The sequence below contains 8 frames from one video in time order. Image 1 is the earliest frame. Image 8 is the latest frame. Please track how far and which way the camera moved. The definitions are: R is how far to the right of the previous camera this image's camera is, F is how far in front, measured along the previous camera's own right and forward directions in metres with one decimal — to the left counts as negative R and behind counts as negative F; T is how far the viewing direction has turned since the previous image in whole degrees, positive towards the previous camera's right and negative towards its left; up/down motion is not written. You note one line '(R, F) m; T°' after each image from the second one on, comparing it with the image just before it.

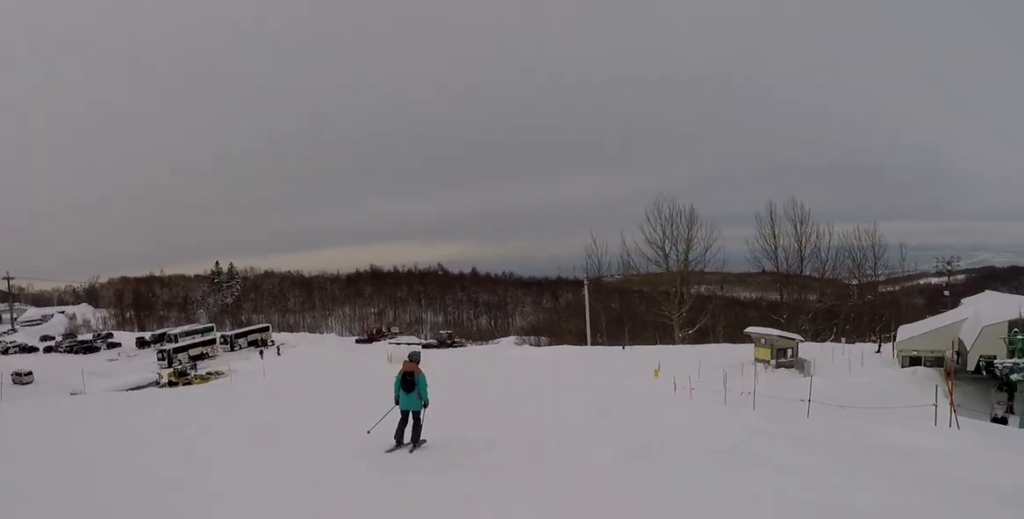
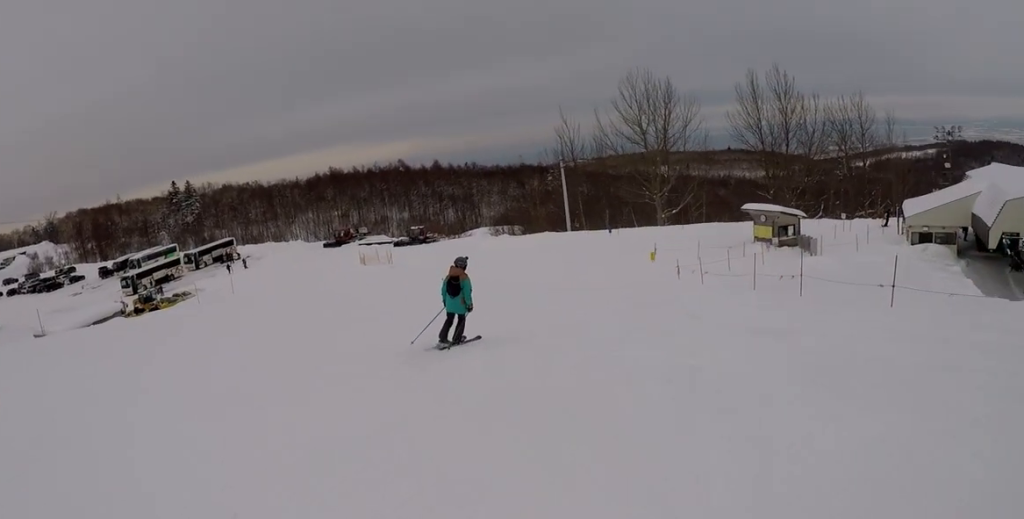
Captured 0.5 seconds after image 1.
(+0.4, +3.5) m; +8°
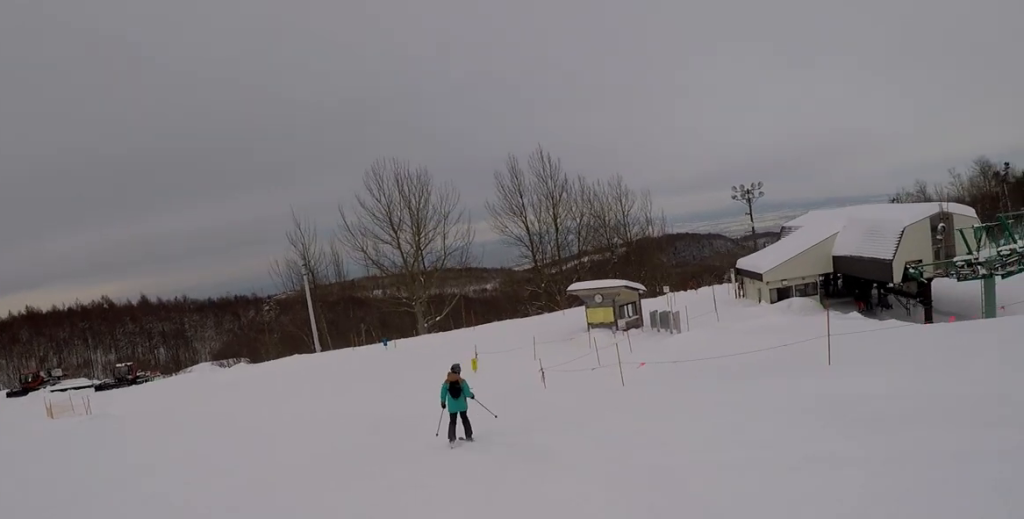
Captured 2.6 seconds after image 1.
(+3.2, +15.8) m; +24°
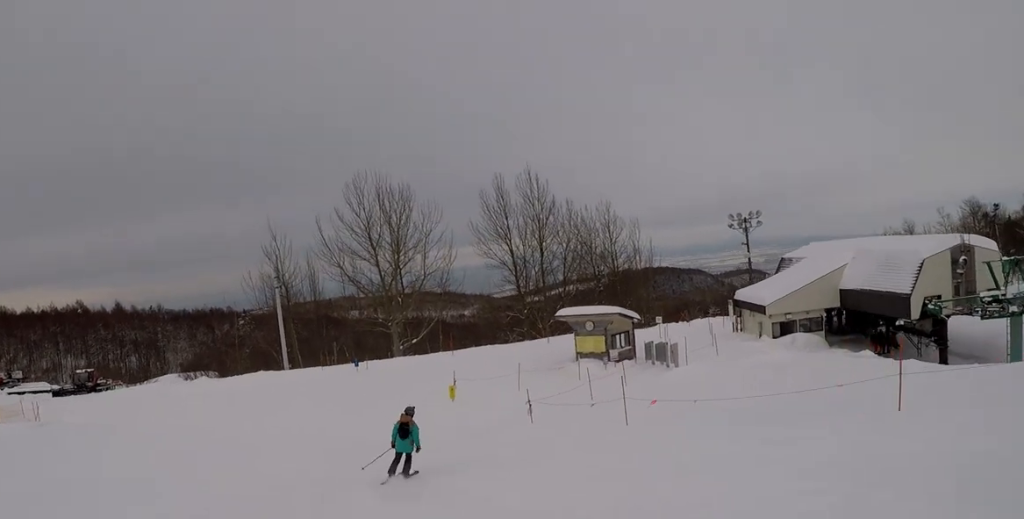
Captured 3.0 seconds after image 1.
(+0.3, +3.1) m; 0°
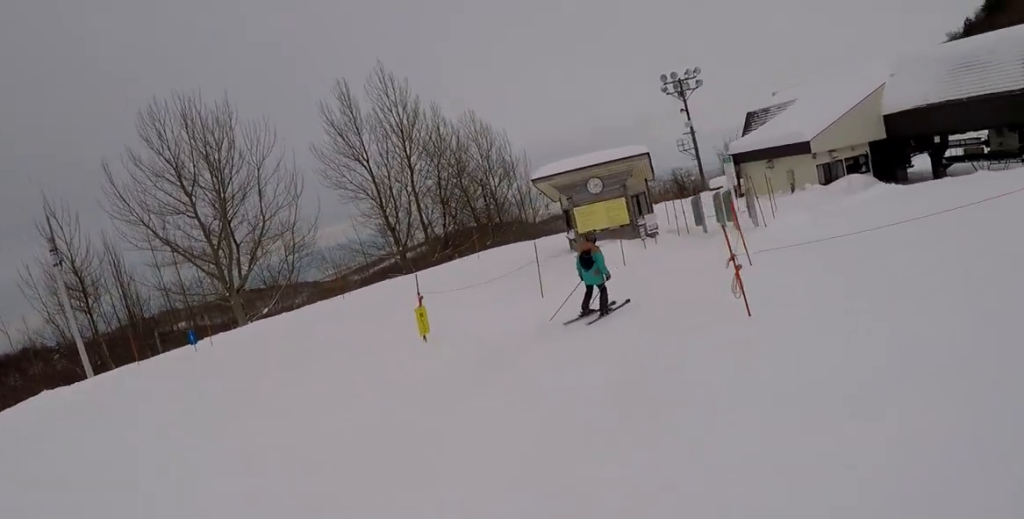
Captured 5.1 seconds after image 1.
(+1.4, +13.7) m; +32°
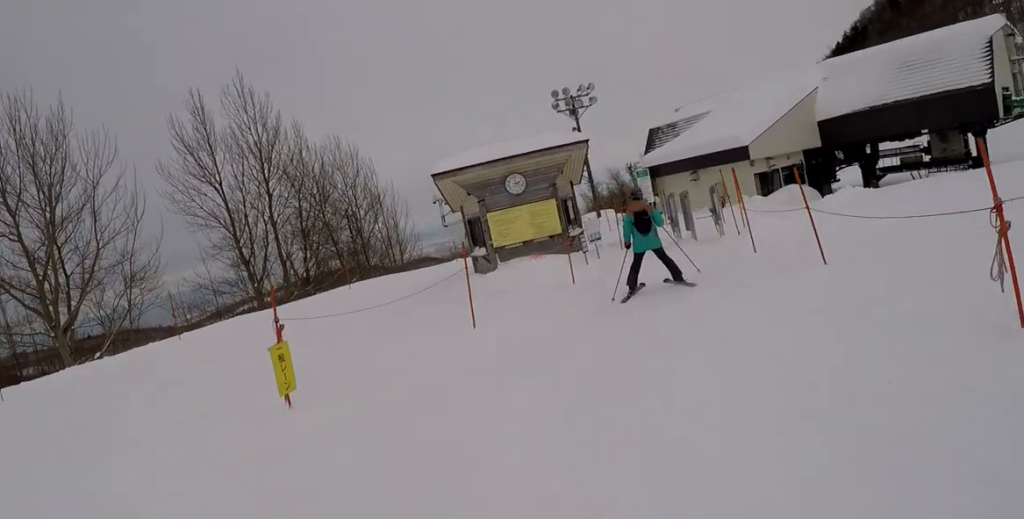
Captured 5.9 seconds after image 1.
(+1.0, +4.0) m; +27°
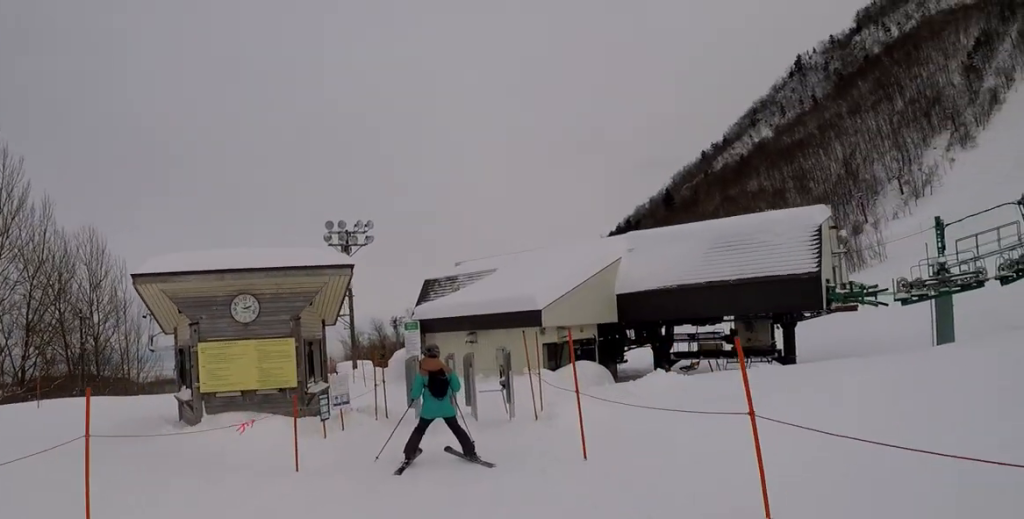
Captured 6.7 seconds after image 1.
(+1.1, +3.6) m; +16°
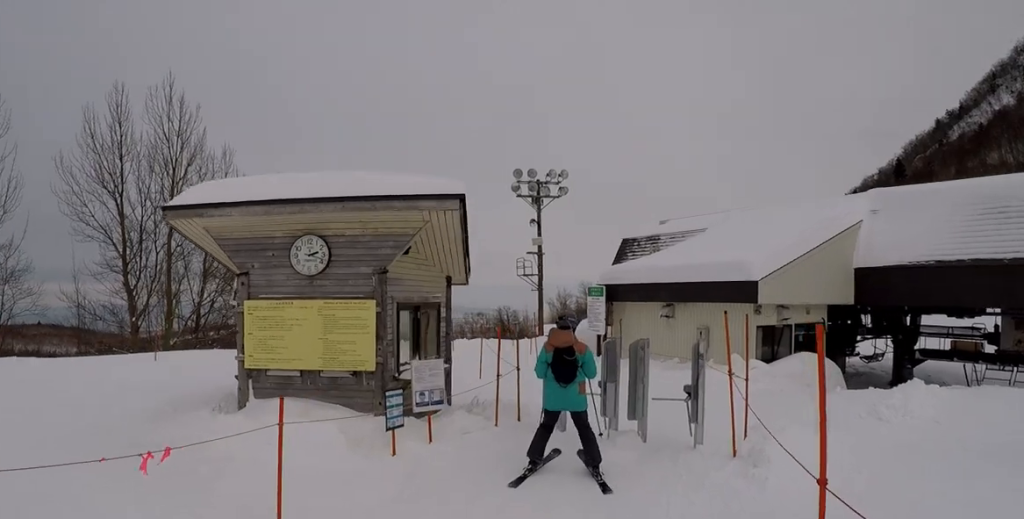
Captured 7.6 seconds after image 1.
(+0.2, +3.6) m; -14°
